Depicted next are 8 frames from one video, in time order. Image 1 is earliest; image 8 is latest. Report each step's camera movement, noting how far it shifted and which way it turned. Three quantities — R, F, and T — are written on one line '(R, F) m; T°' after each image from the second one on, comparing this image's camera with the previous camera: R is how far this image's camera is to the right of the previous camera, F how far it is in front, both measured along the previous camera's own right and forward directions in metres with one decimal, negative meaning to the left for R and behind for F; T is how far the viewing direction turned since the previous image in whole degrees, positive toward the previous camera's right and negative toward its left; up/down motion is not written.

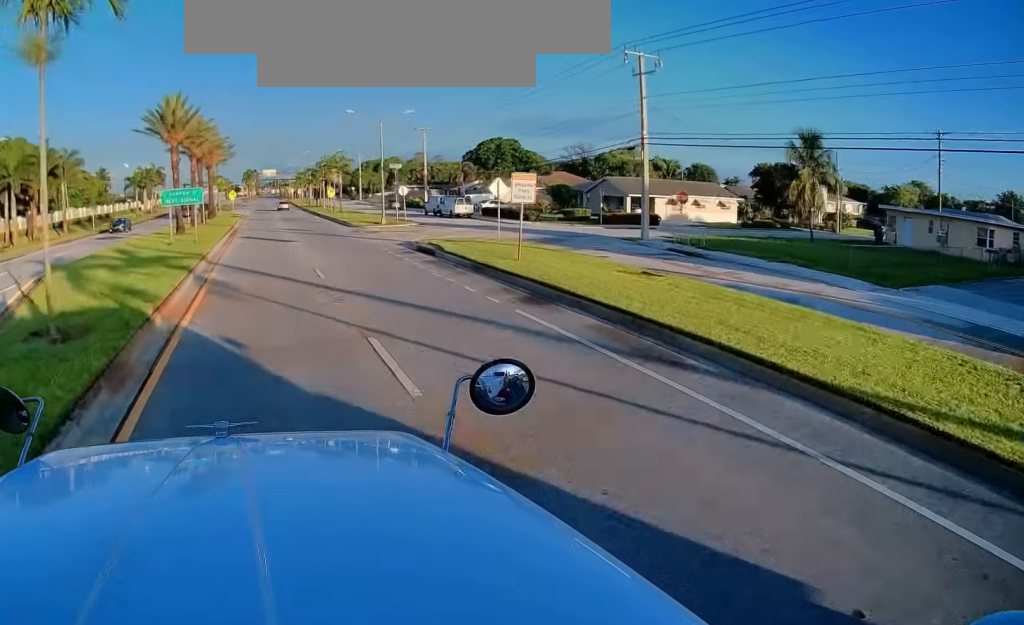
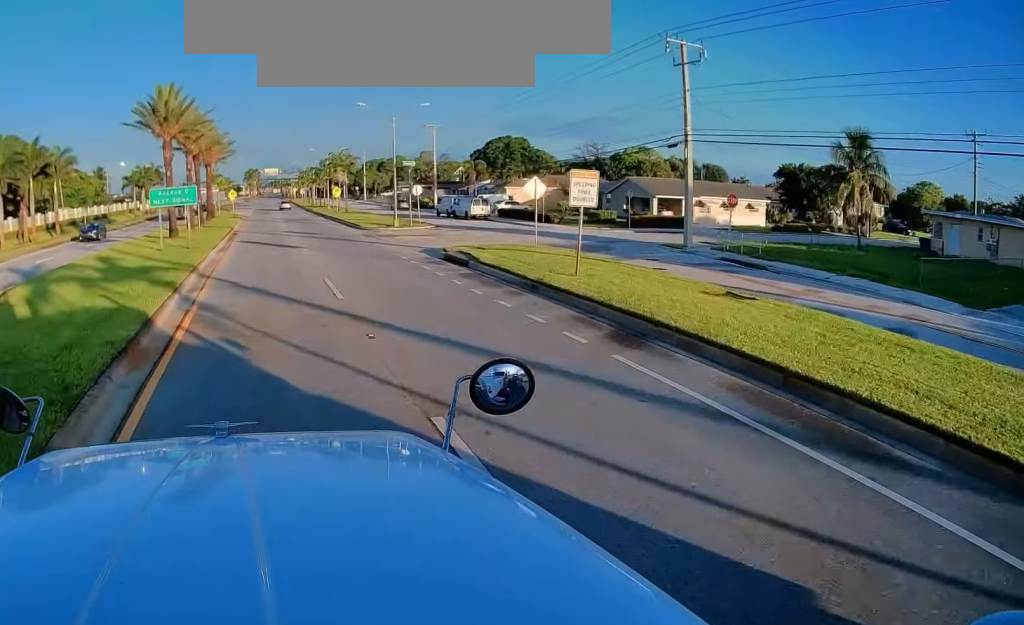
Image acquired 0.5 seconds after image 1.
(0.0, +4.7) m; 0°
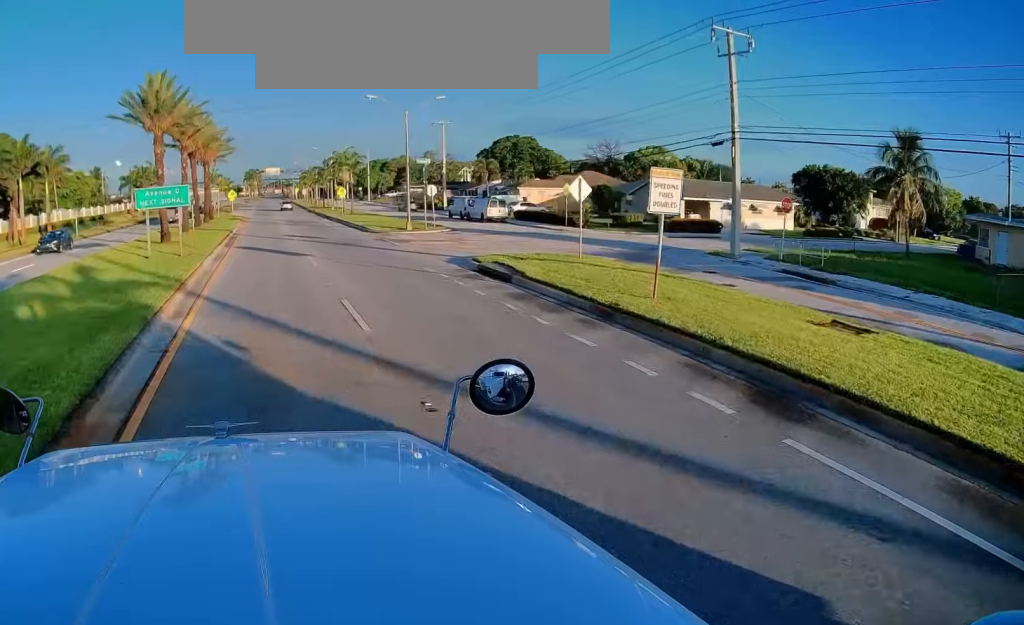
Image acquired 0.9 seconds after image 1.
(0.0, +4.6) m; -1°
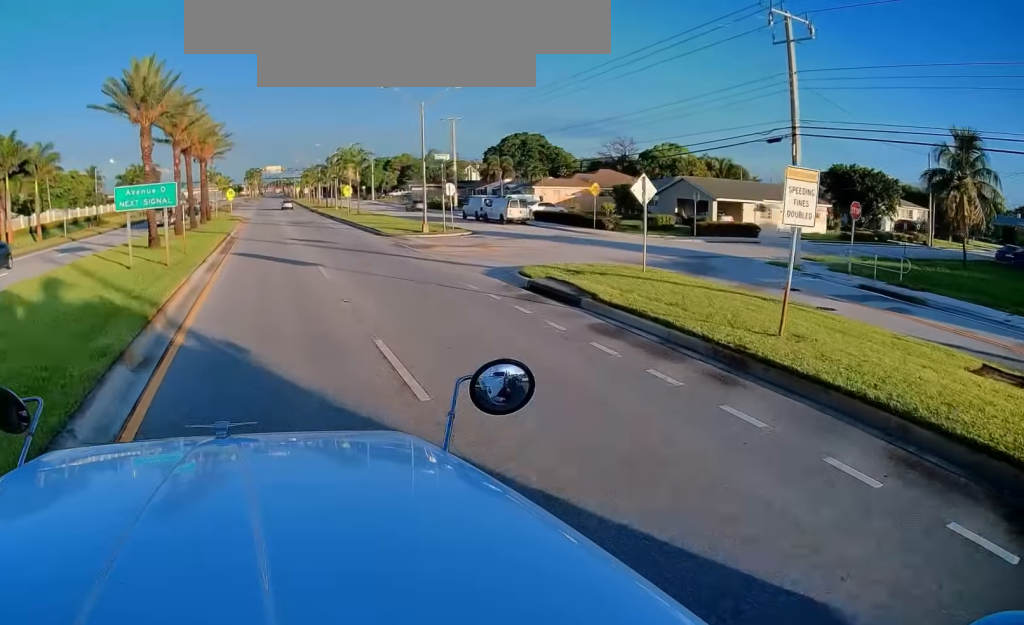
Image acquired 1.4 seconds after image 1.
(0.0, +4.6) m; -1°
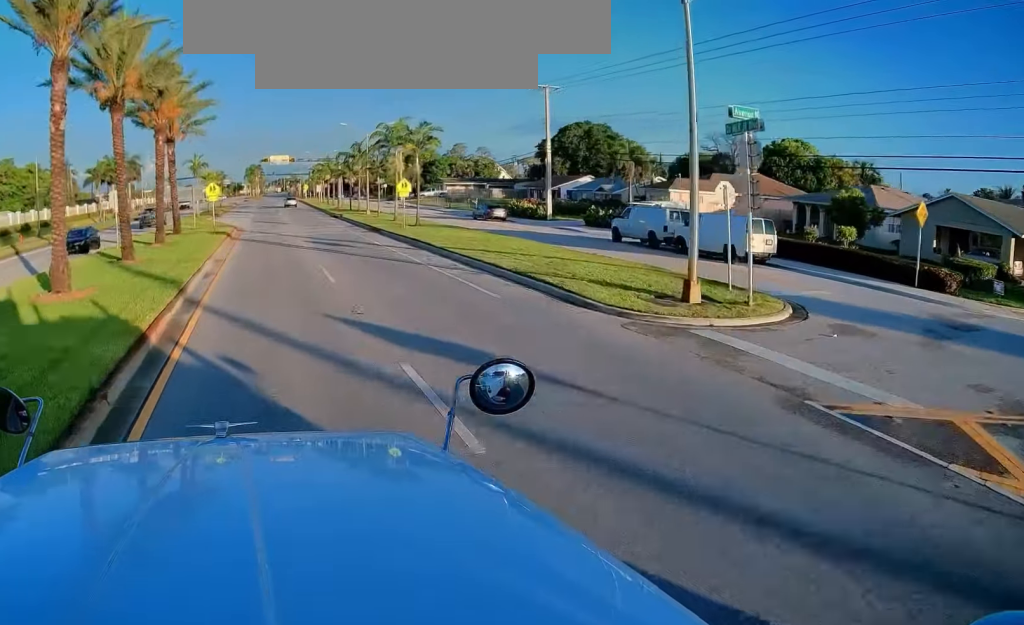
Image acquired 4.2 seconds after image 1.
(-0.2, +26.9) m; 0°
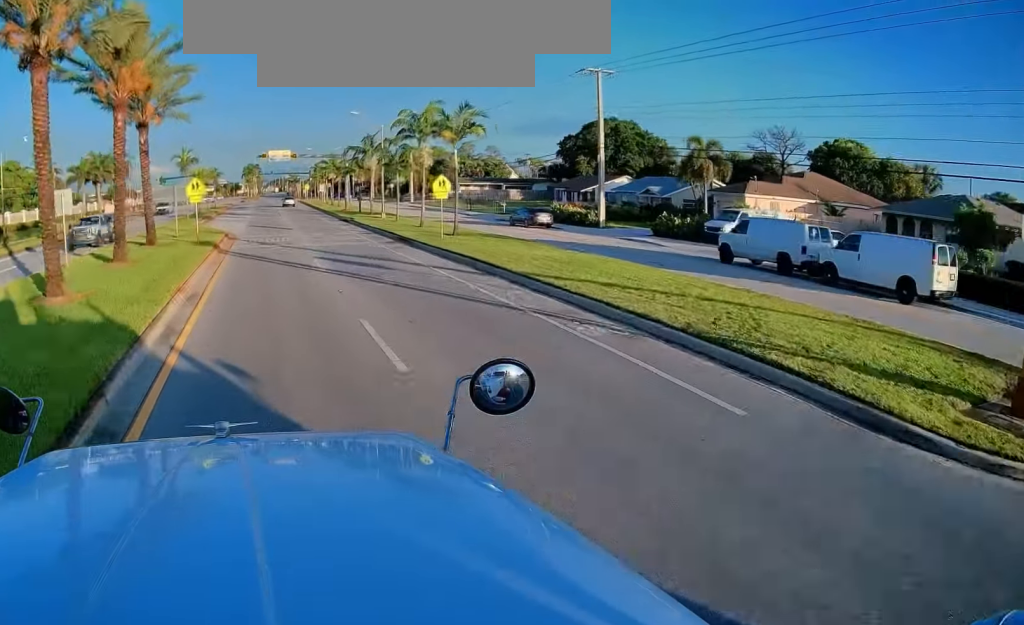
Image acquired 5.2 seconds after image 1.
(0.0, +9.8) m; 0°
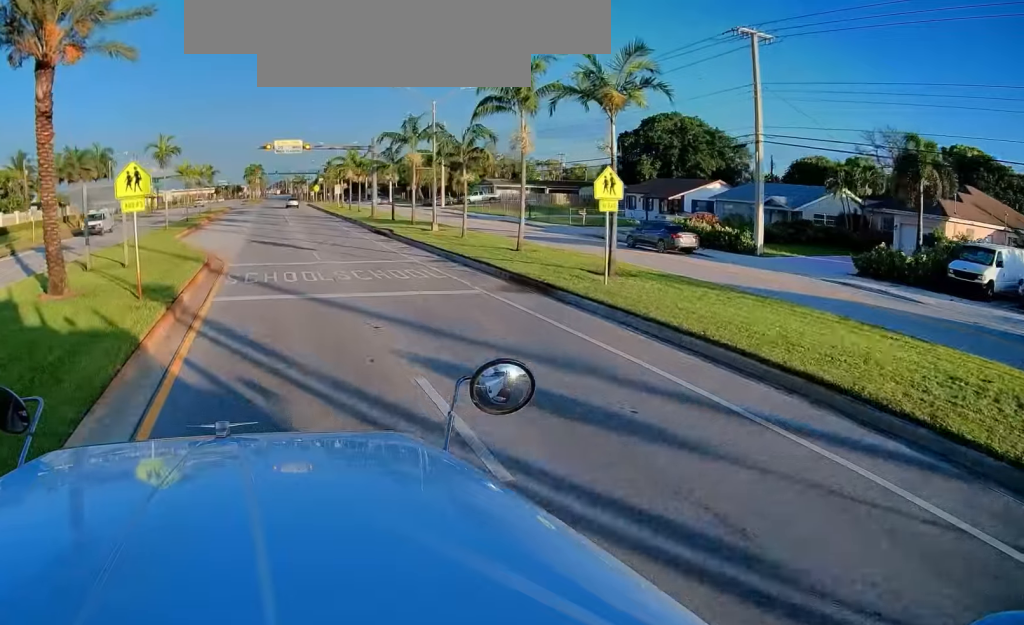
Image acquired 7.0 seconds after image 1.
(0.0, +16.5) m; 0°
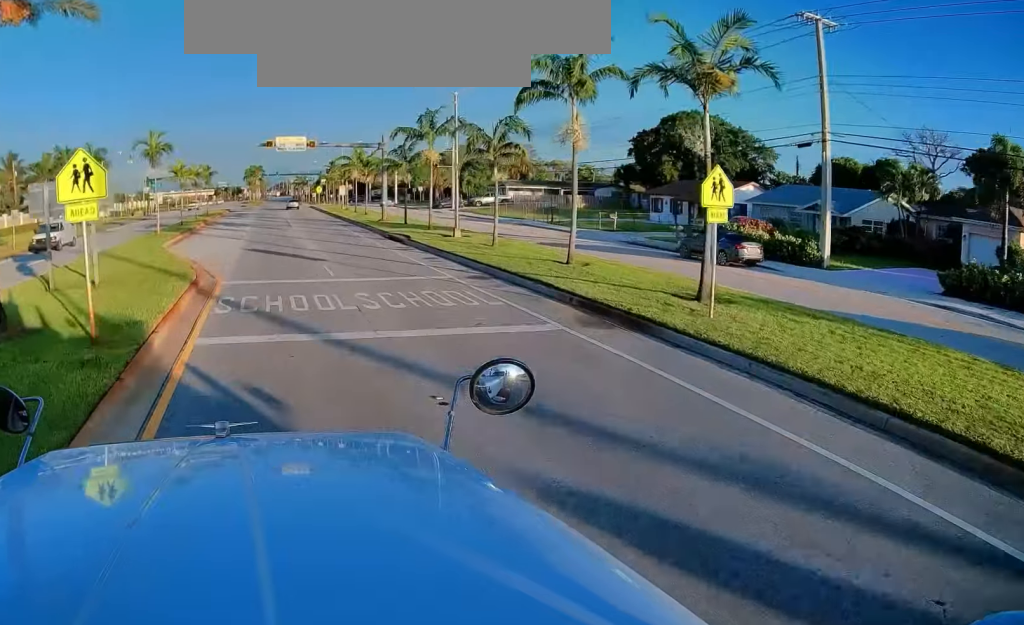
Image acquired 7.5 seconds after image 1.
(0.0, +4.7) m; 0°
